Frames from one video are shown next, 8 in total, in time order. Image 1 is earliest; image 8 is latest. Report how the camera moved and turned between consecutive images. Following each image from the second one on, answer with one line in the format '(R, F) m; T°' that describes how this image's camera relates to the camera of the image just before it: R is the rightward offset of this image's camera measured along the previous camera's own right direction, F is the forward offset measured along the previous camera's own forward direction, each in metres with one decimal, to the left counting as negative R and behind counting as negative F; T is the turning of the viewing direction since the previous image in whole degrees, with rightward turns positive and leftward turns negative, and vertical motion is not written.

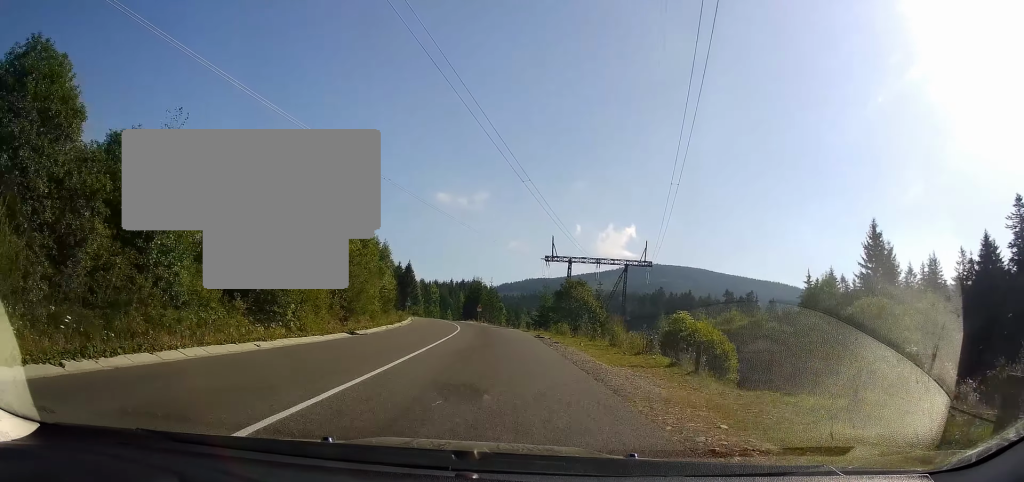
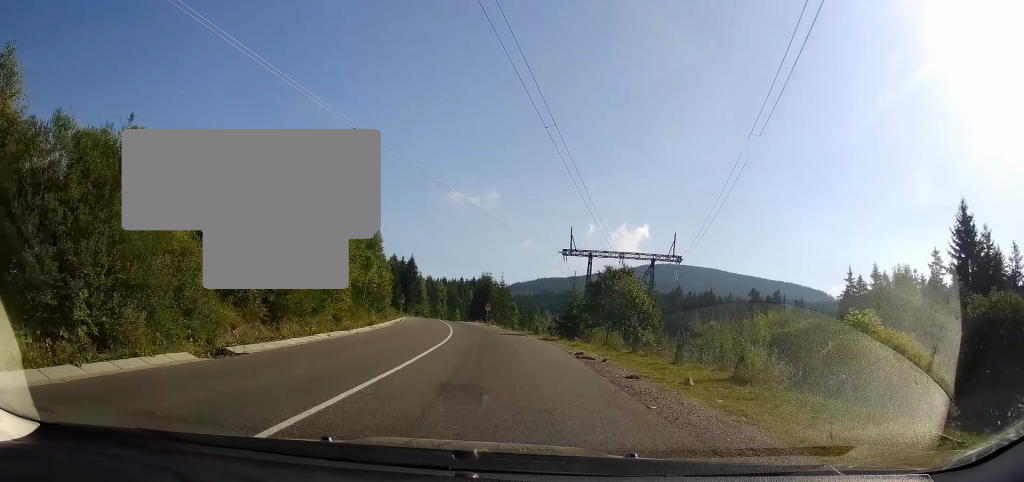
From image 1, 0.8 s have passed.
(+0.4, +14.3) m; 0°
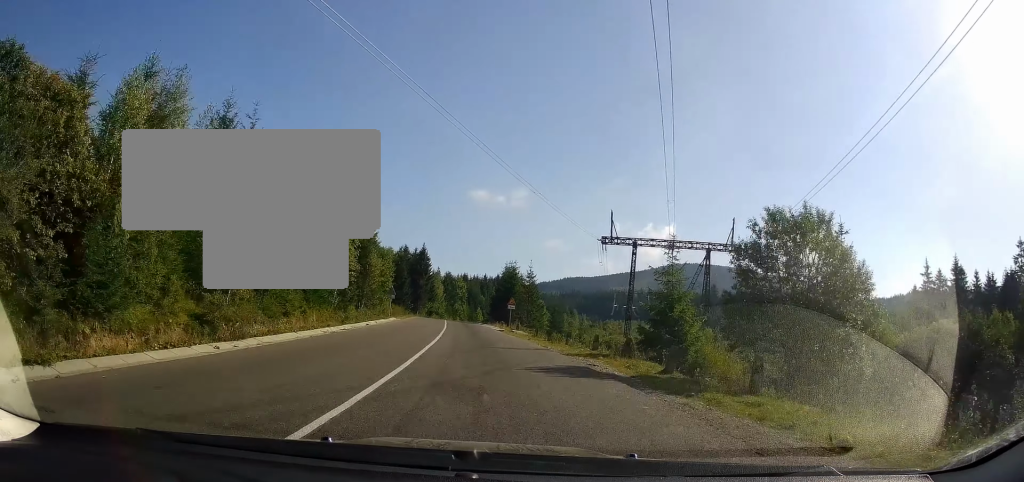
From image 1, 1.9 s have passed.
(-0.5, +20.5) m; -2°
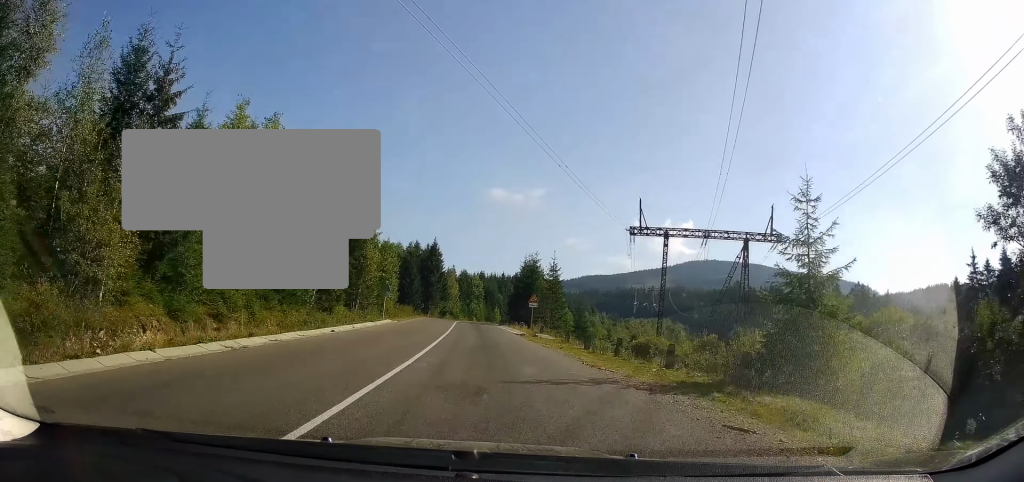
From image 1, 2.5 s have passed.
(+0.1, +10.0) m; -2°
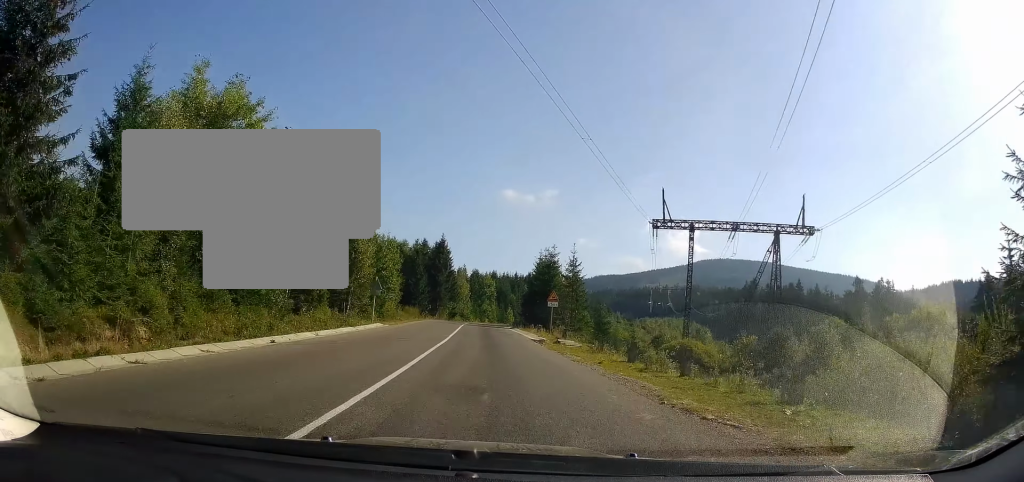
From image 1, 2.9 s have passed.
(-0.1, +7.8) m; -2°
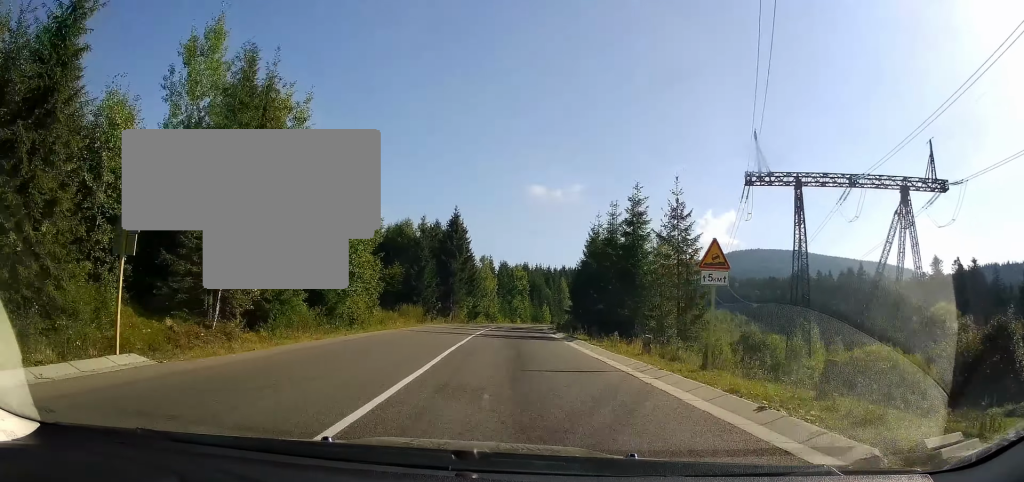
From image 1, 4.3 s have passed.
(-1.6, +26.8) m; -5°
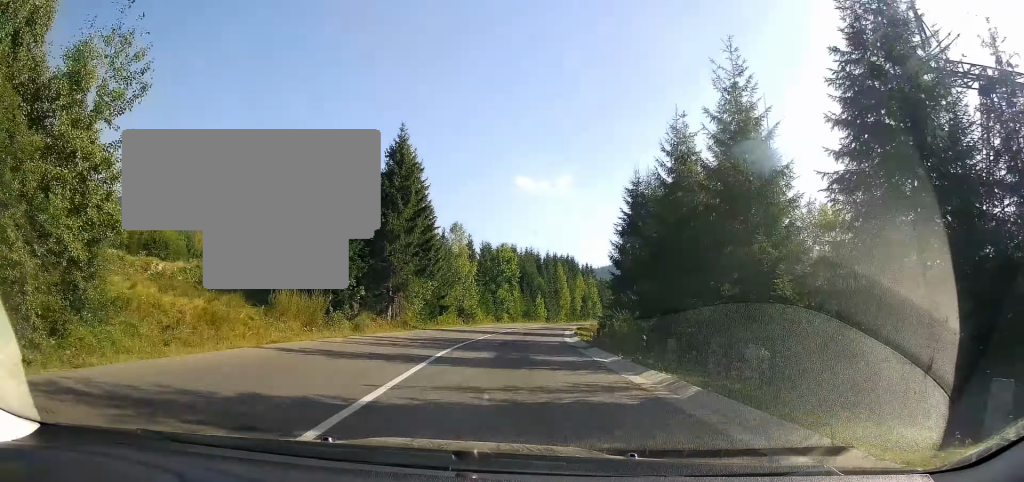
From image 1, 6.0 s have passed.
(-0.7, +32.6) m; 0°
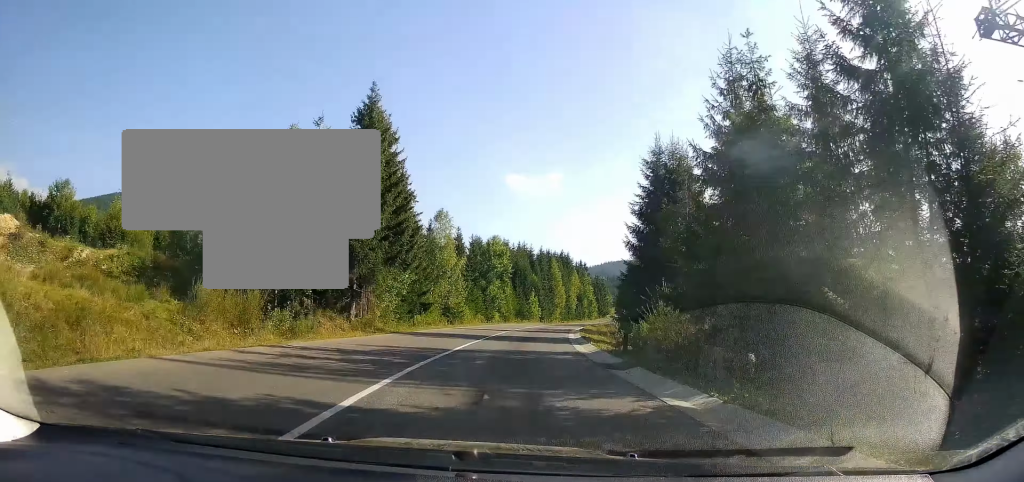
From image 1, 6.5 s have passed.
(-0.1, +7.6) m; +1°
